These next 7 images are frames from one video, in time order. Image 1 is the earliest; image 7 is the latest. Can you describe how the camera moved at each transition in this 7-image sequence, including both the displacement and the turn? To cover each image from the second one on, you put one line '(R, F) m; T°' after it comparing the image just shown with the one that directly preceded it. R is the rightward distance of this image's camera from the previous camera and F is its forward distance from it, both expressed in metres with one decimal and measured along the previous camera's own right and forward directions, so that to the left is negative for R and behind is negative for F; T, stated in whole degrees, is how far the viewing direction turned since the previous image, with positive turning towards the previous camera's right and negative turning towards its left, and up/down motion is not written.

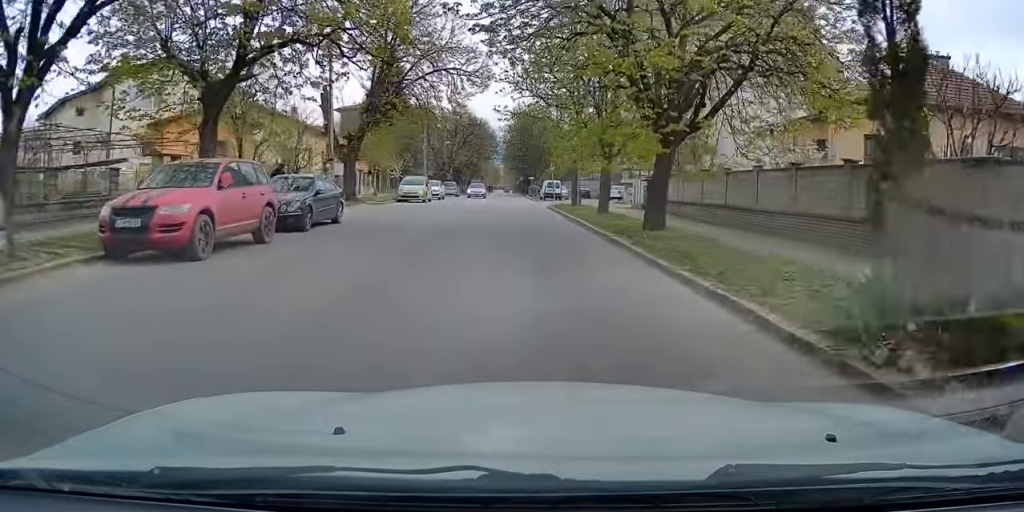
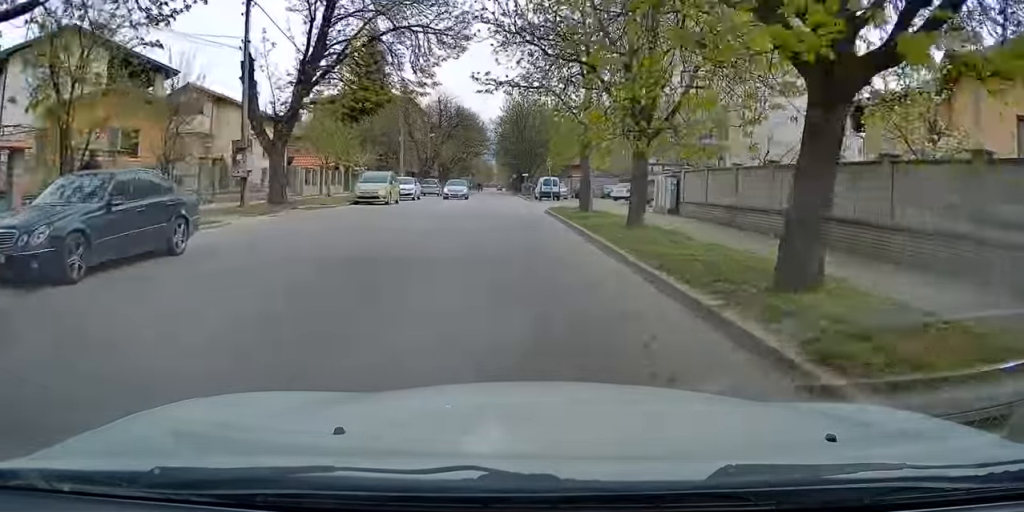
(+0.5, +8.6) m; +1°
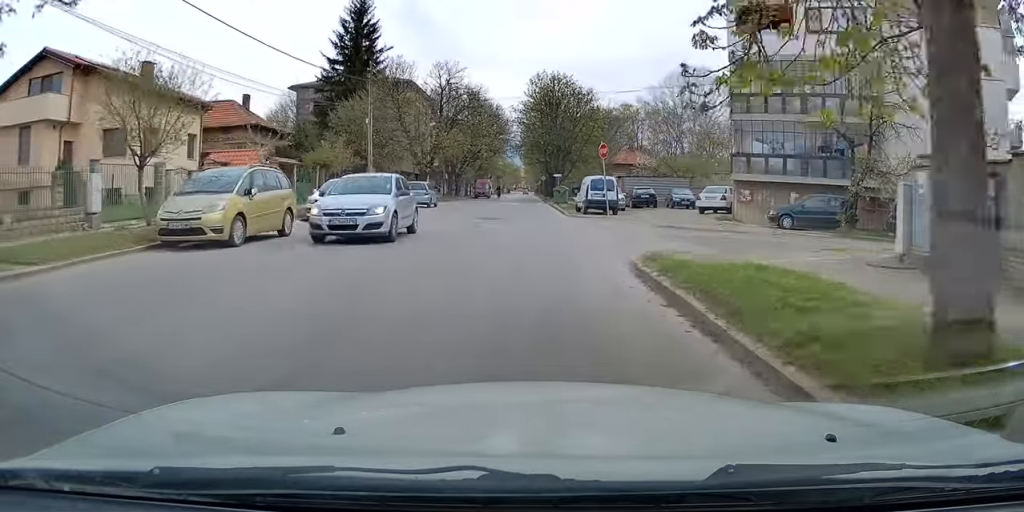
(-1.0, +18.6) m; -4°
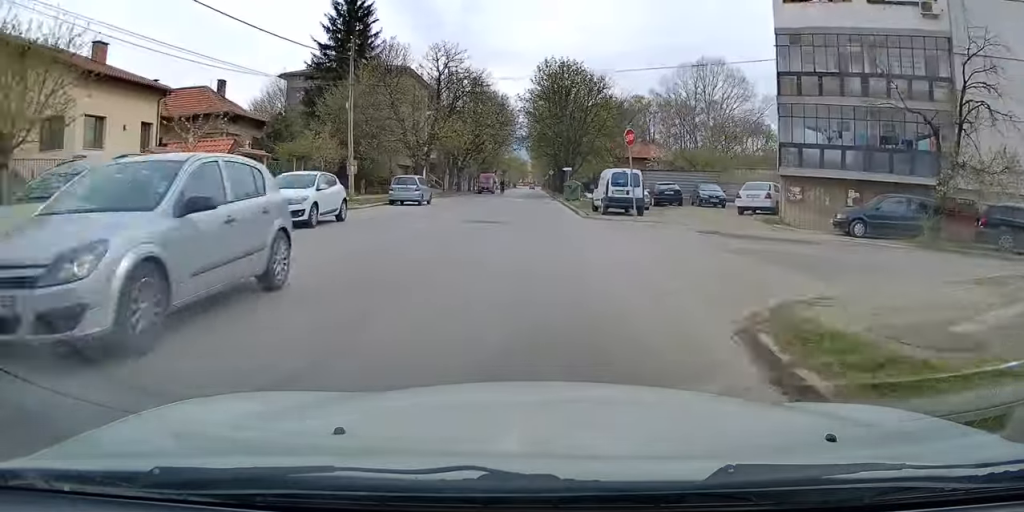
(+0.1, +5.3) m; 0°
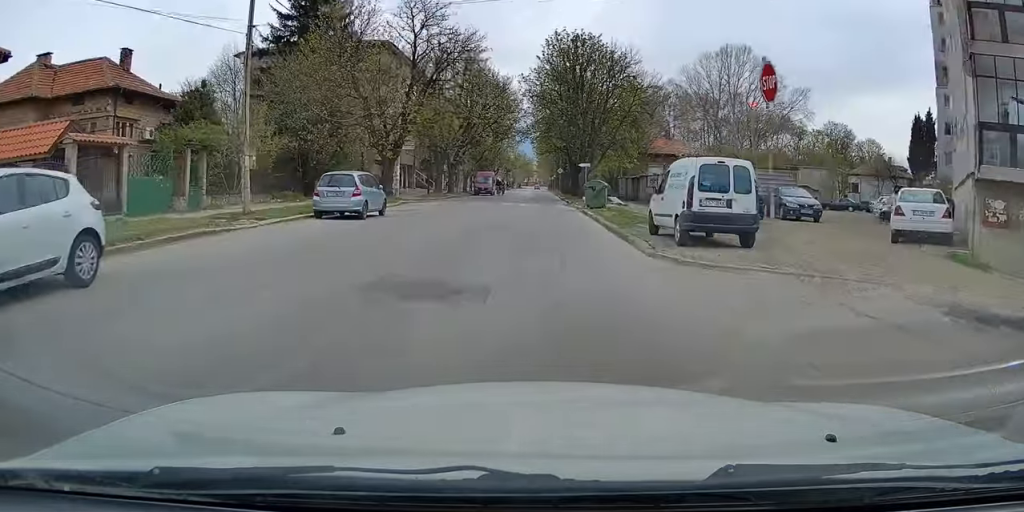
(-0.1, +12.3) m; -1°
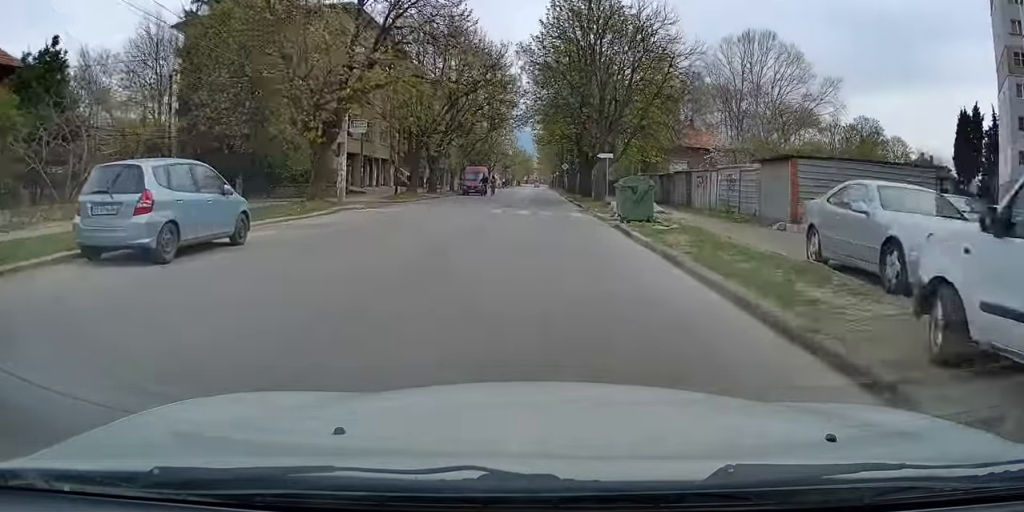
(0.0, +11.8) m; +1°
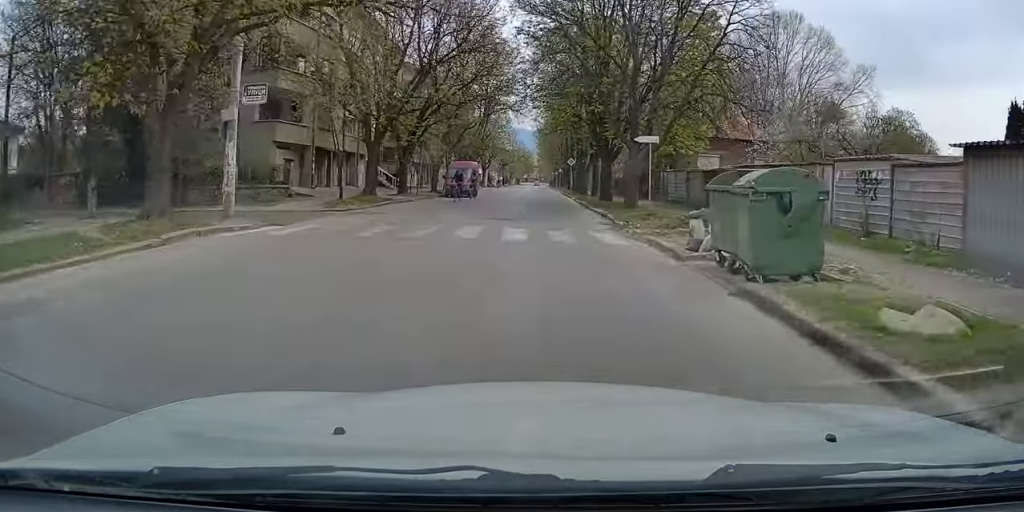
(+0.2, +11.0) m; +1°
